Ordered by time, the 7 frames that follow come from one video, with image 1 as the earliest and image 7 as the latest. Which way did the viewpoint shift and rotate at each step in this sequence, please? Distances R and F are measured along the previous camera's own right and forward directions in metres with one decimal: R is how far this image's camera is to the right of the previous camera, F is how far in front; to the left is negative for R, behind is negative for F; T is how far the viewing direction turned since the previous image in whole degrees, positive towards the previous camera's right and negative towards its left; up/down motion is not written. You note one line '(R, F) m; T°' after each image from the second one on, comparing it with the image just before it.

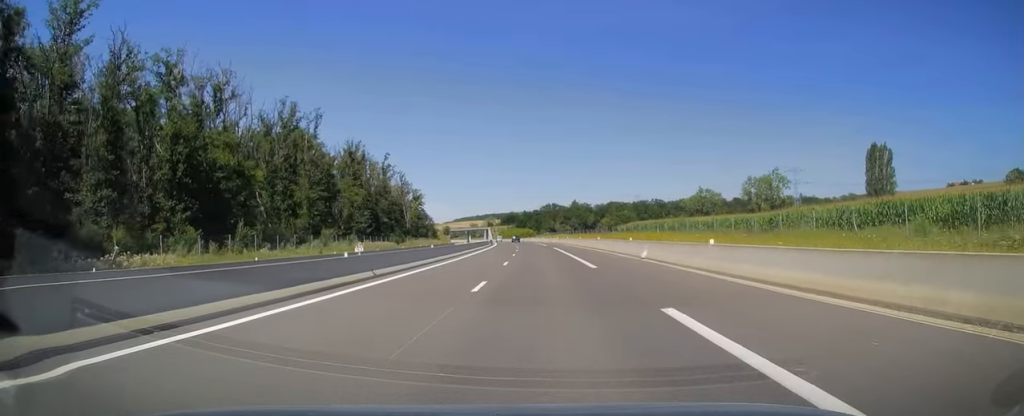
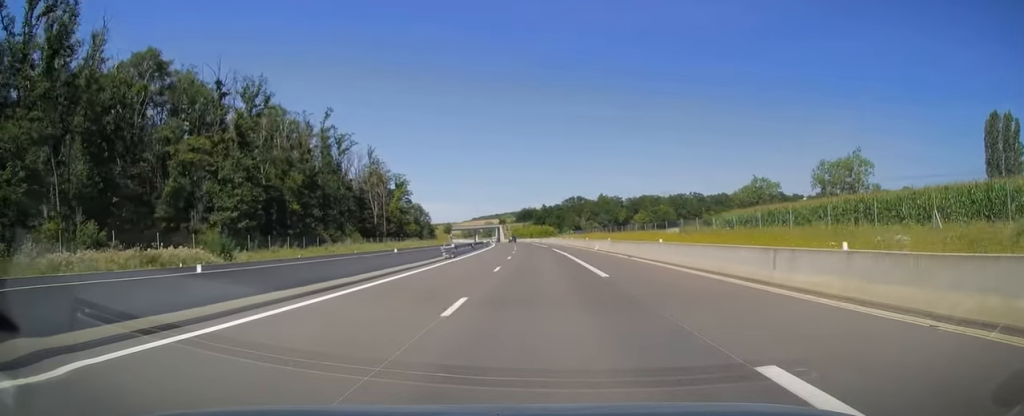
(-1.0, +56.6) m; -2°
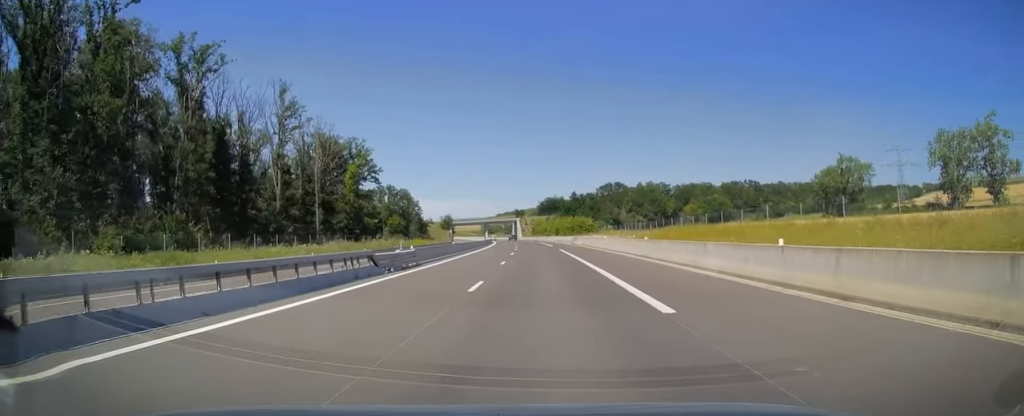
(-1.0, +61.1) m; -2°
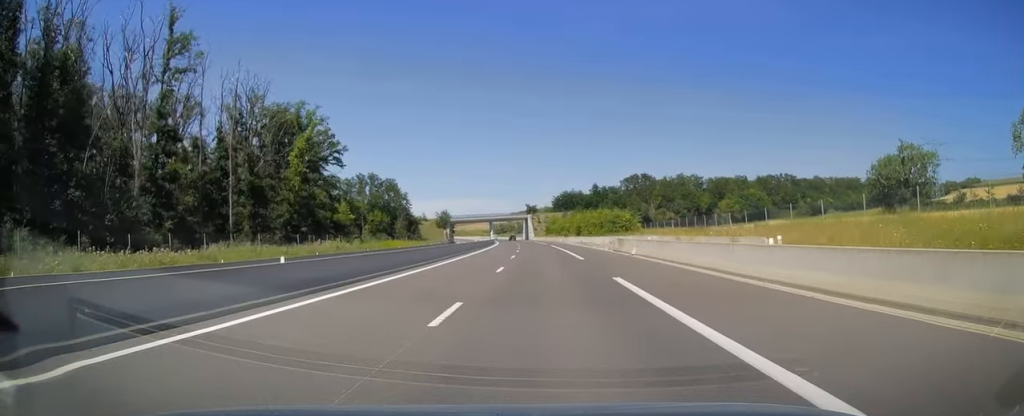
(-0.5, +31.5) m; -1°
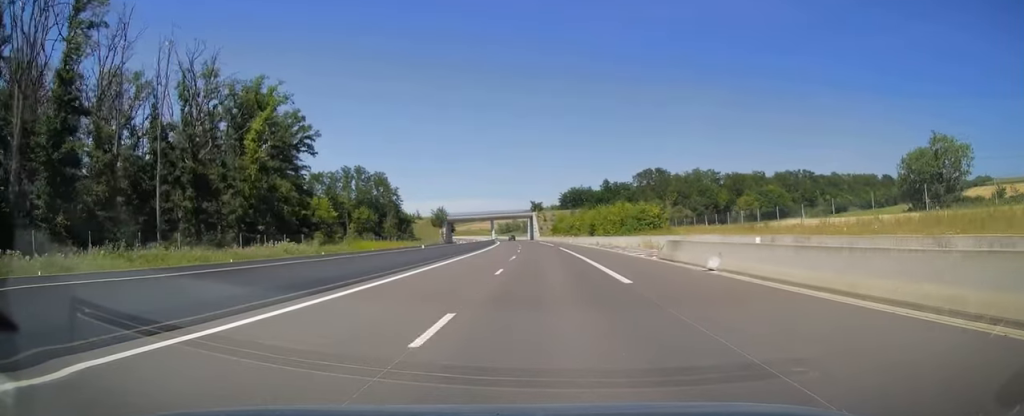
(+0.1, +14.8) m; 0°
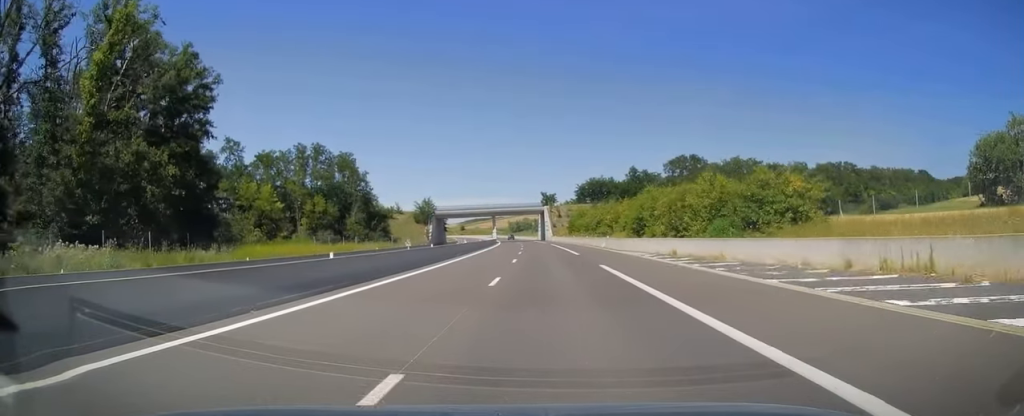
(-0.5, +30.5) m; -1°
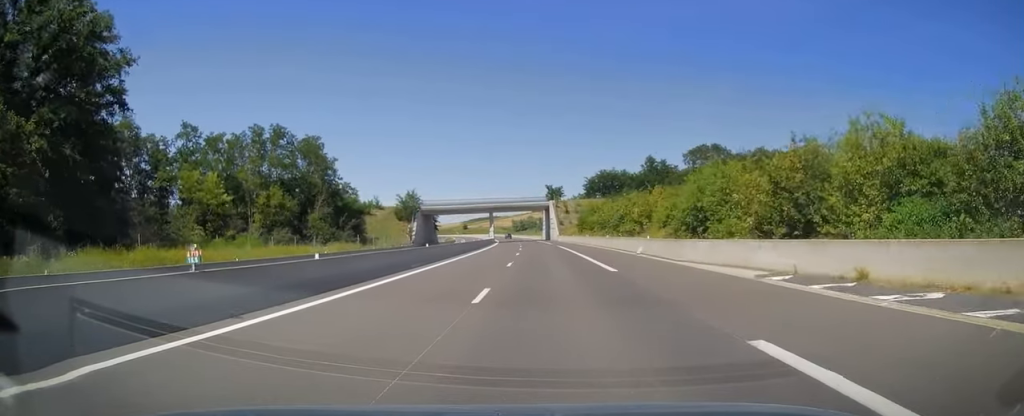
(-0.1, +17.2) m; -1°
